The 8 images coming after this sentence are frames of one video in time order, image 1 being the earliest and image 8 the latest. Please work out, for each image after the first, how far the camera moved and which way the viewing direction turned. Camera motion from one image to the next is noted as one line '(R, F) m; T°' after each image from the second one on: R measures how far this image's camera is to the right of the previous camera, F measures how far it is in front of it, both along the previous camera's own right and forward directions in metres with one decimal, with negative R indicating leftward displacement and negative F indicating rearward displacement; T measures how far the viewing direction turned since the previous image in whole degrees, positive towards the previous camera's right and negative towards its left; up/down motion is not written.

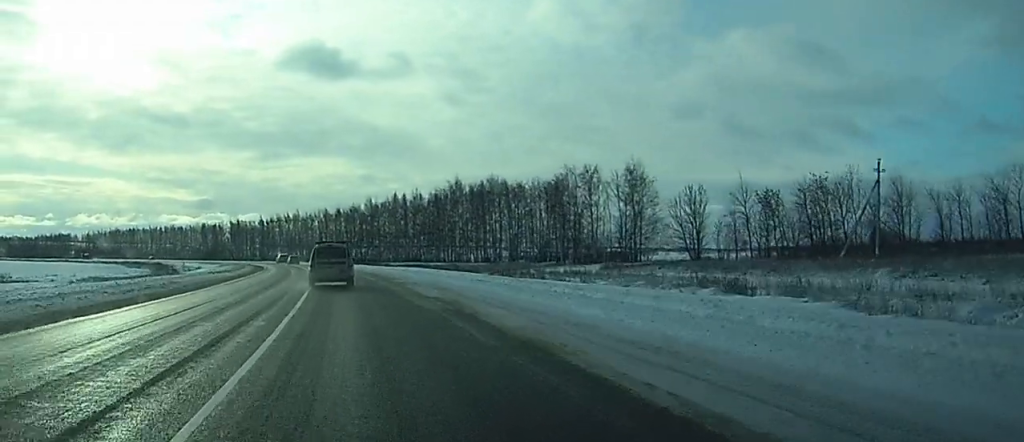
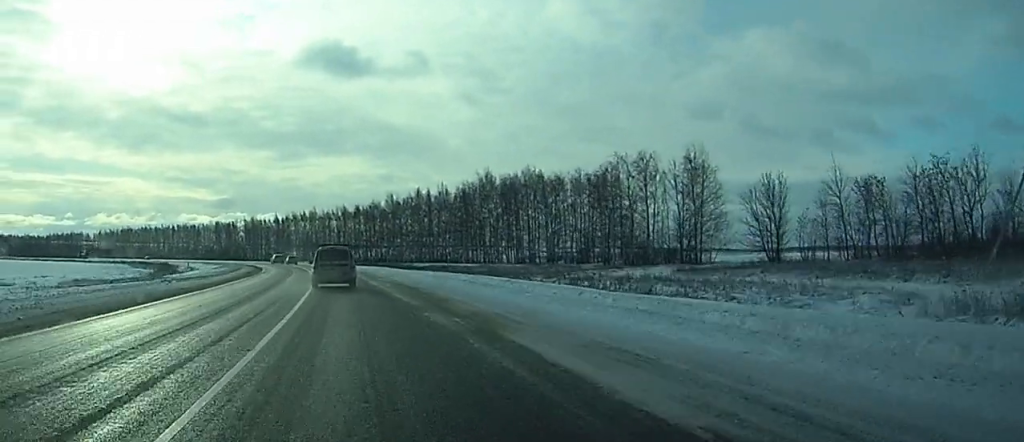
(-0.3, +19.1) m; -2°
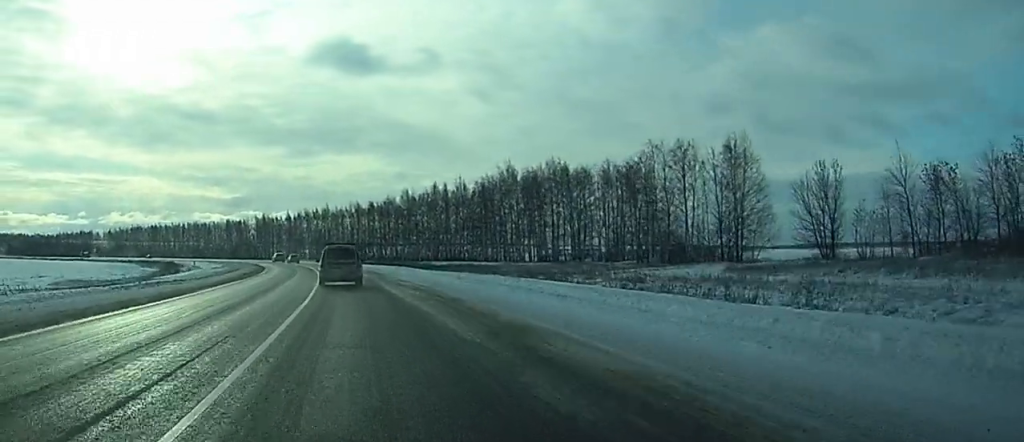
(-0.4, +10.1) m; 0°
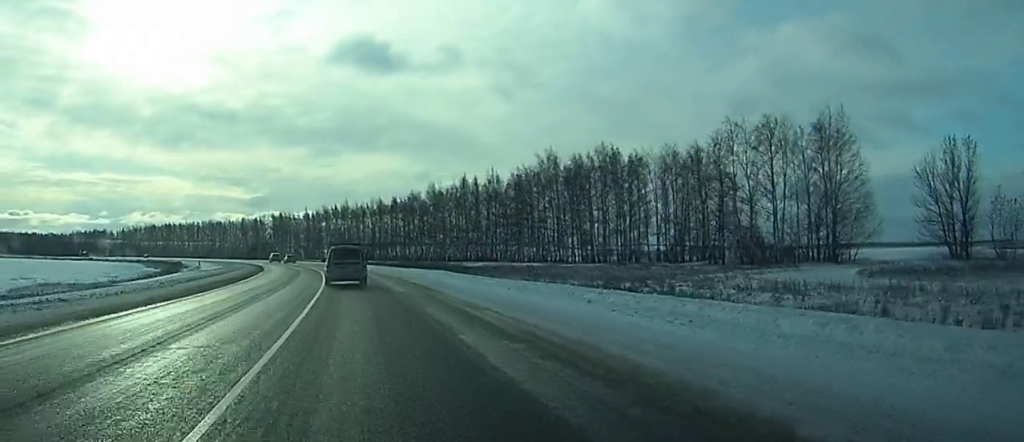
(0.0, +20.2) m; -1°
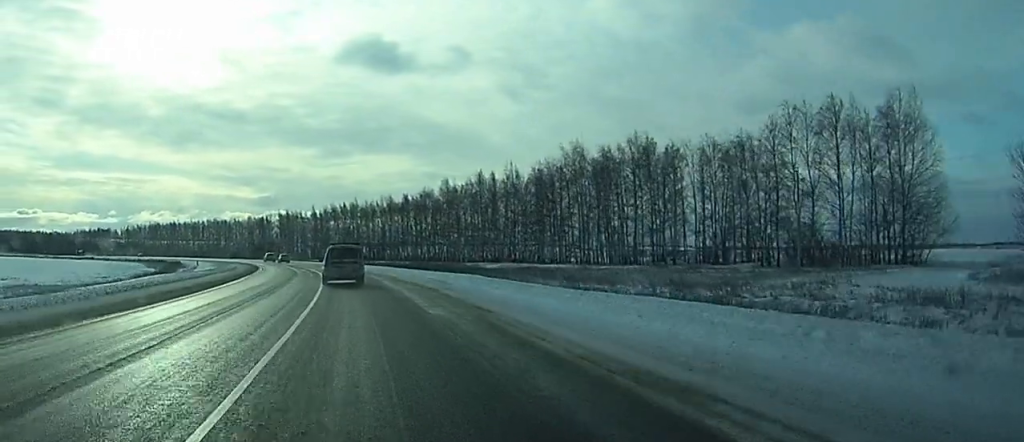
(+0.1, +12.3) m; -1°
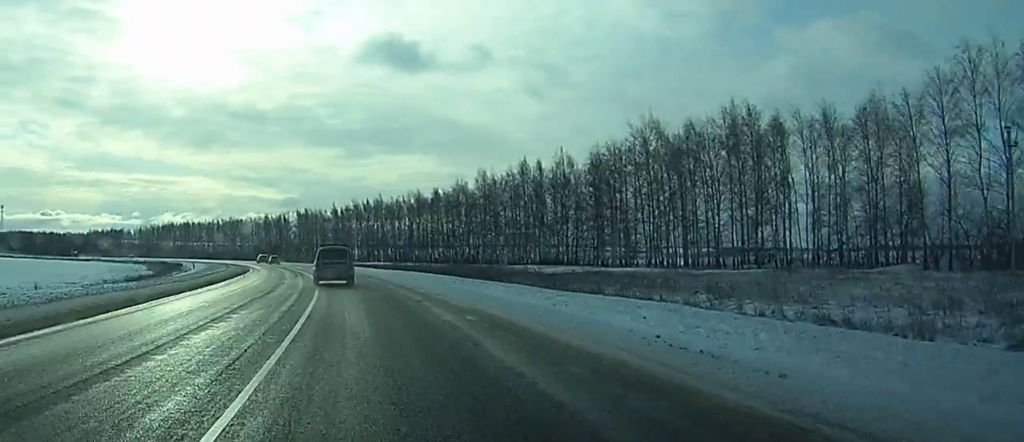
(-0.8, +26.2) m; -2°
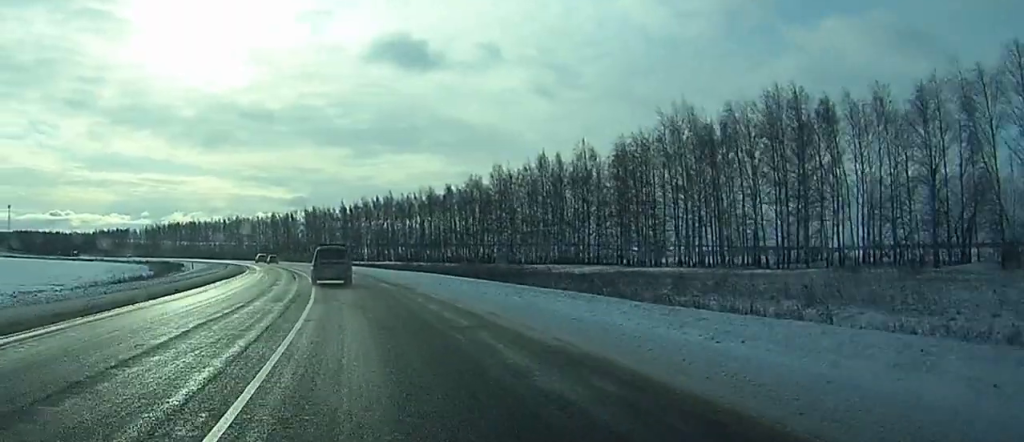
(0.0, +8.8) m; 0°
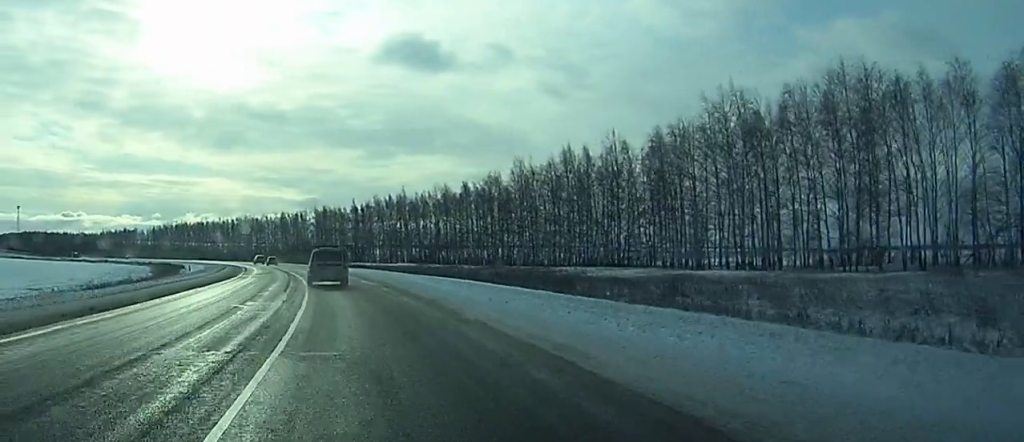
(-0.1, +11.1) m; -1°
